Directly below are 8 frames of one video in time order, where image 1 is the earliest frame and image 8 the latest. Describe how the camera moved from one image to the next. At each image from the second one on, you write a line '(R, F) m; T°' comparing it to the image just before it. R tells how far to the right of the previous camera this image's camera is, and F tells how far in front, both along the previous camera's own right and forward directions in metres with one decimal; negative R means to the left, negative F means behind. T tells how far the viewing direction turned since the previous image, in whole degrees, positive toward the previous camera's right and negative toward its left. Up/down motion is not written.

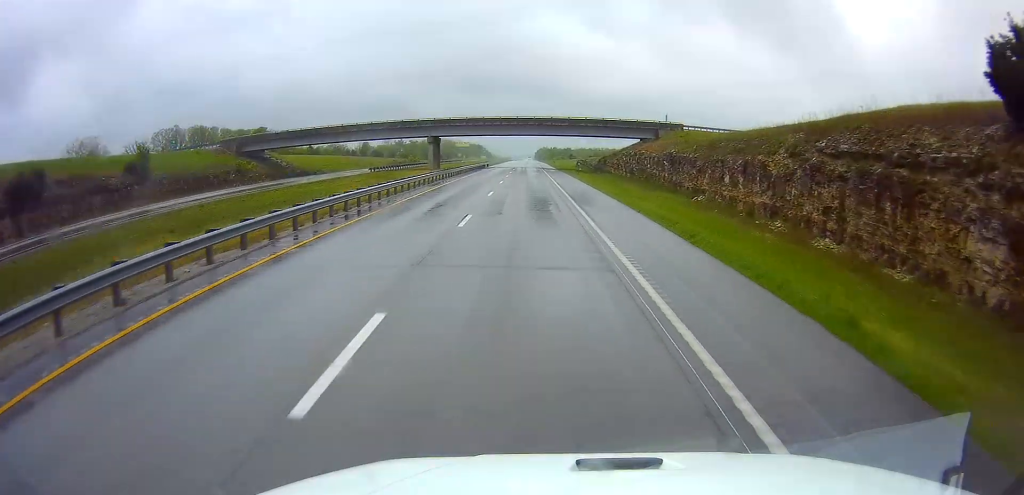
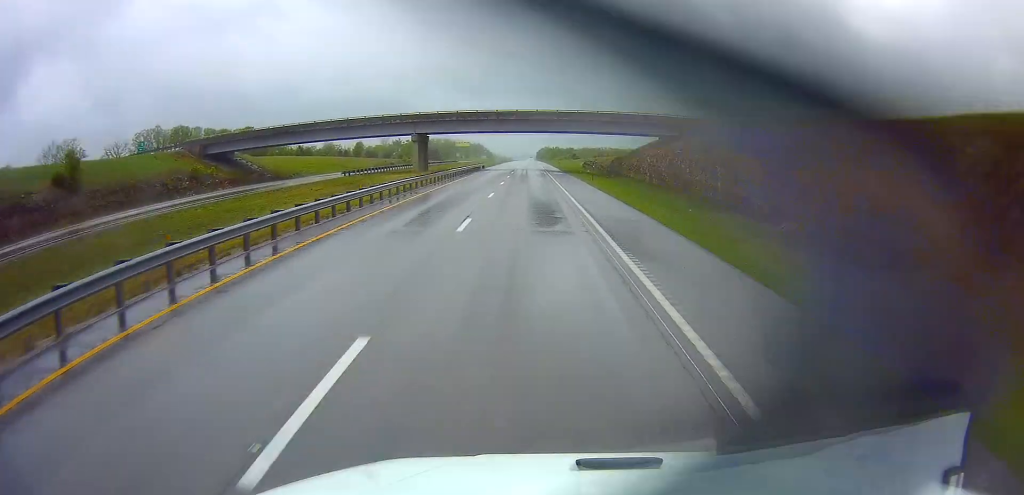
(0.0, +13.3) m; 0°
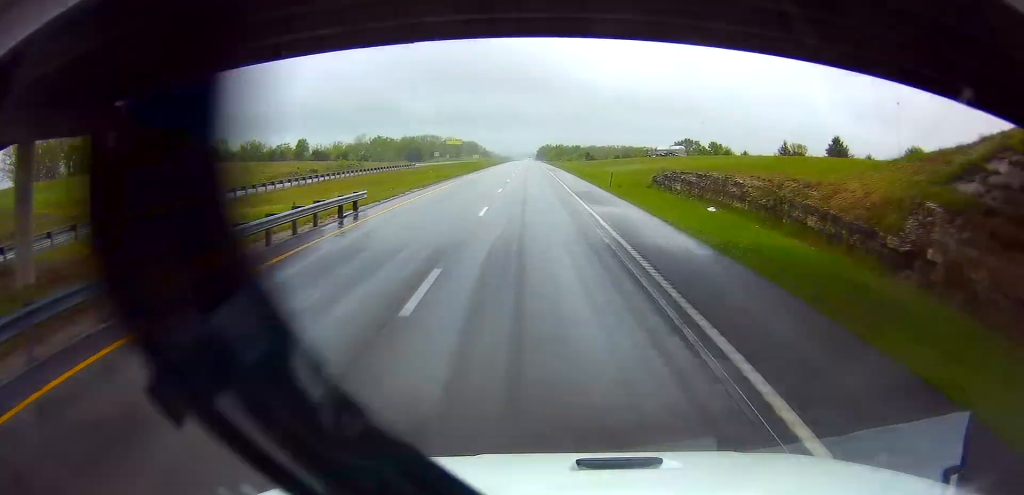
(-0.3, +69.5) m; 0°
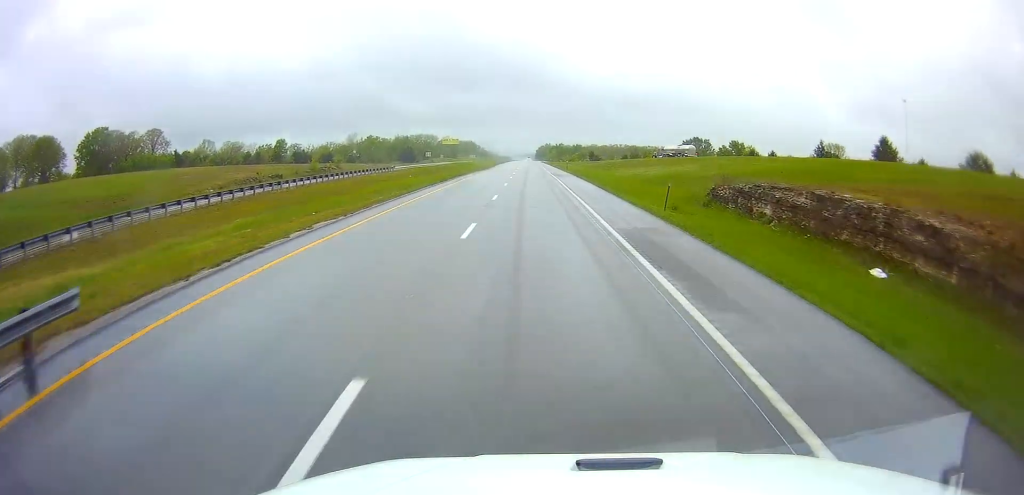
(0.0, +17.4) m; 0°
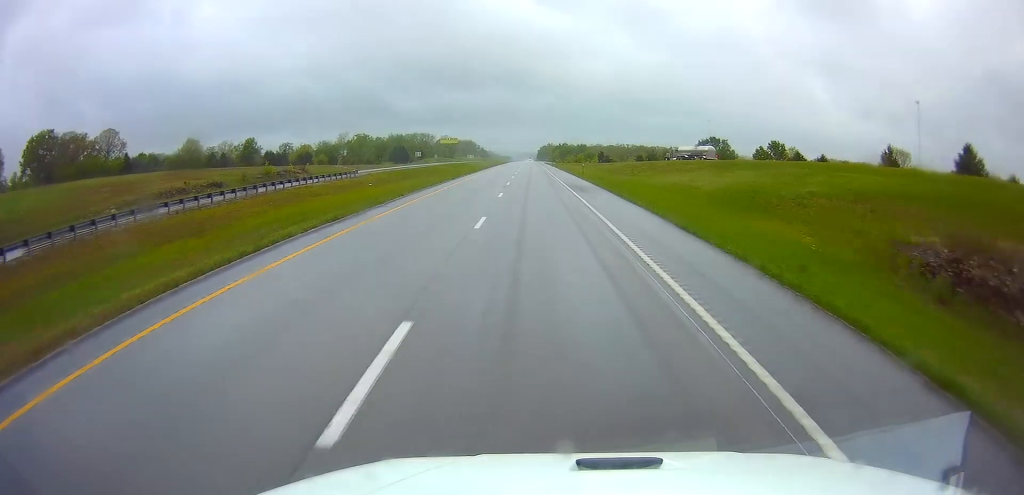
(-0.2, +22.6) m; 0°
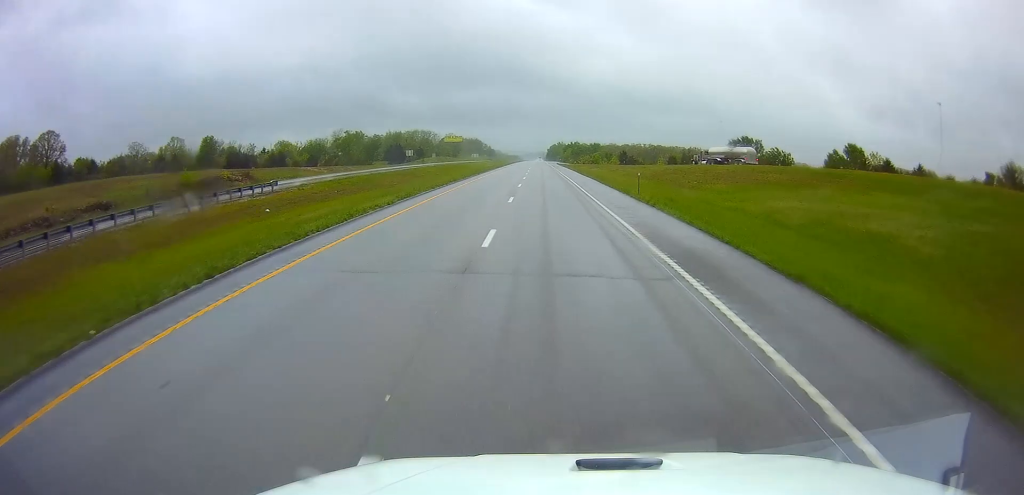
(-0.1, +27.7) m; 0°
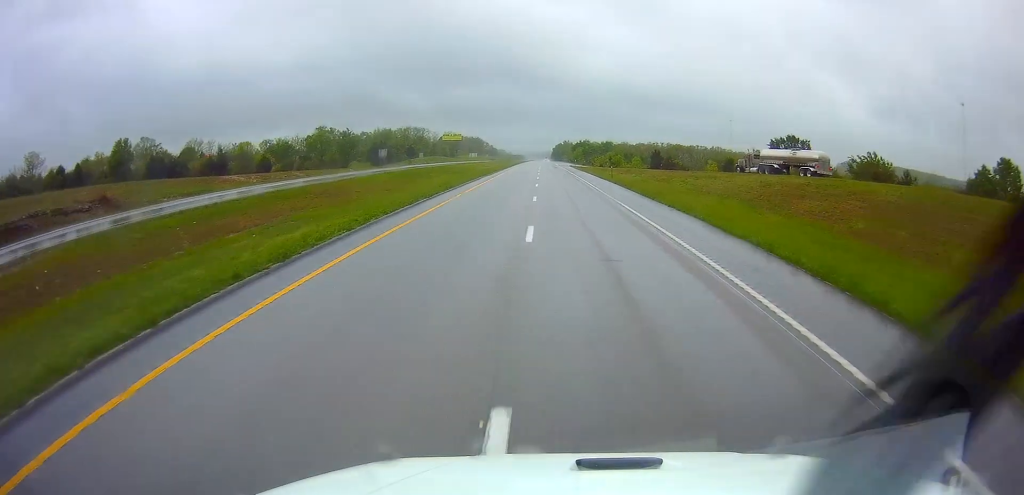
(0.0, +35.8) m; 0°
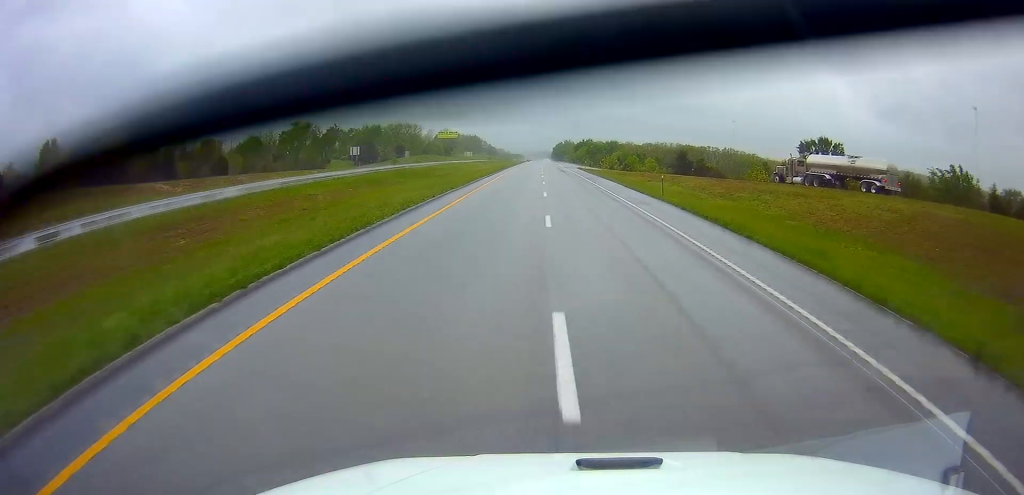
(-0.1, +21.5) m; 0°
